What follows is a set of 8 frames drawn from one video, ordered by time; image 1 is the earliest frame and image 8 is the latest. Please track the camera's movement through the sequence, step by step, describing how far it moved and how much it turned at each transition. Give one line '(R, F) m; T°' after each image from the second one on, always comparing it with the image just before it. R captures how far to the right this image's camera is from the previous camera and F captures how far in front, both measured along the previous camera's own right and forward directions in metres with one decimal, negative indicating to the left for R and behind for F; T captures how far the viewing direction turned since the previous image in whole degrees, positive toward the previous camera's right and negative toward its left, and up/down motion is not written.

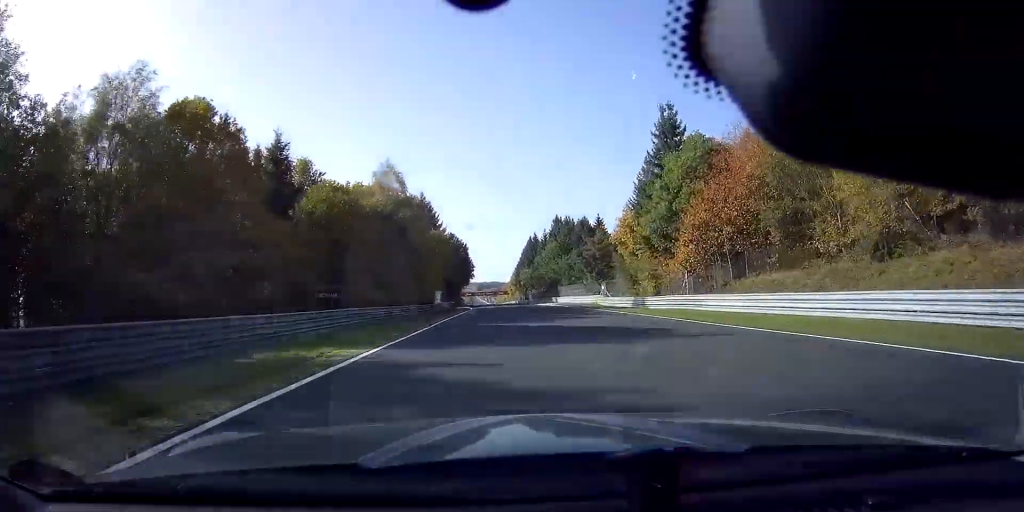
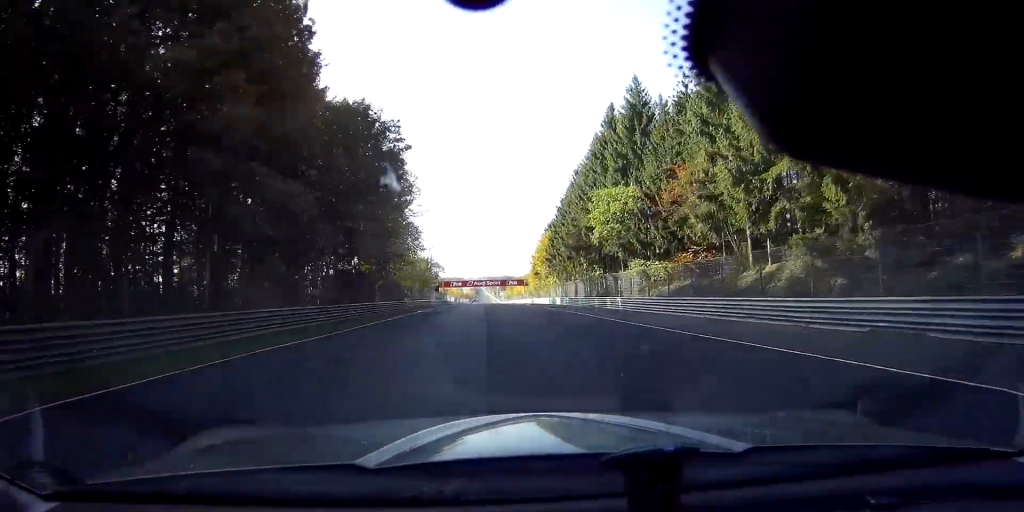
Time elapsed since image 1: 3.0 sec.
(-0.4, +118.0) m; -1°
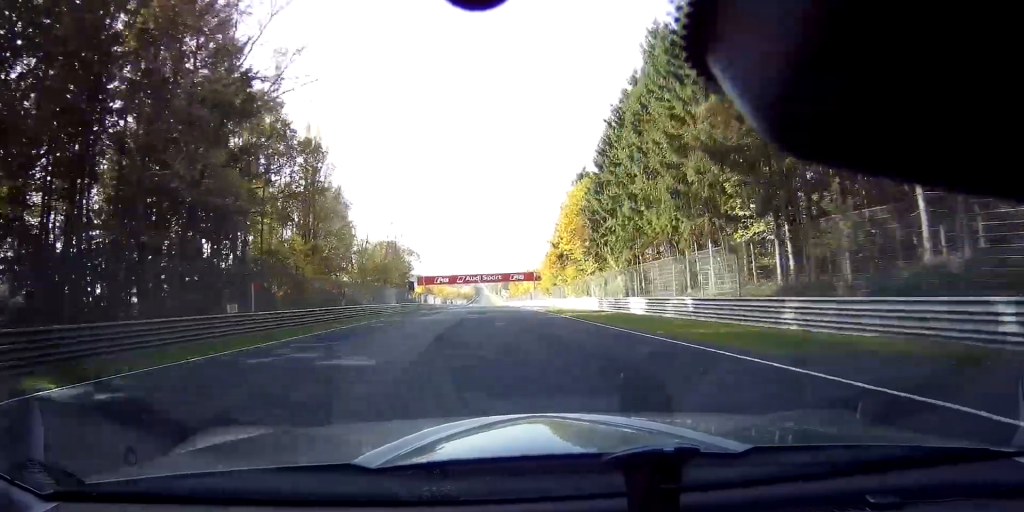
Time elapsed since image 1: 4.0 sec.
(0.0, +42.3) m; 0°
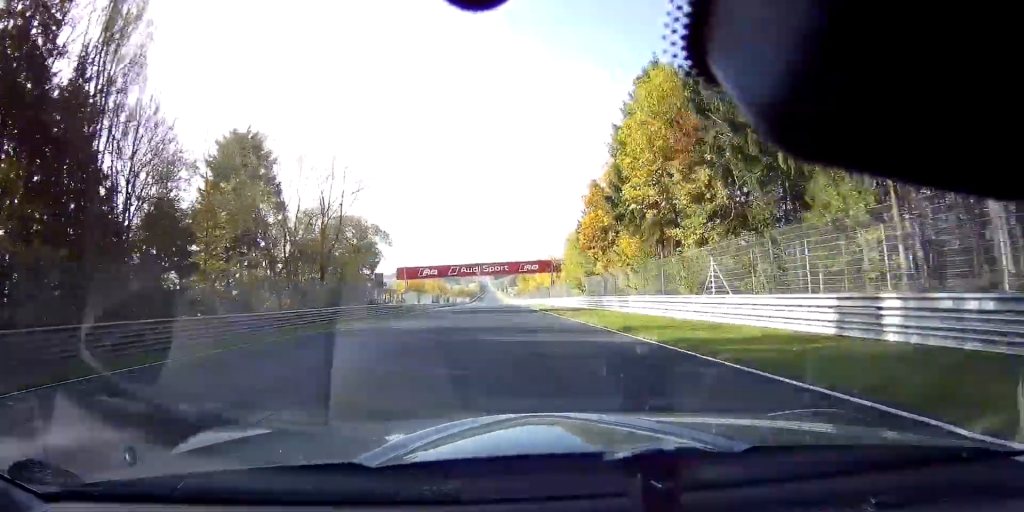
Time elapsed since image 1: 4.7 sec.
(0.0, +30.2) m; 0°
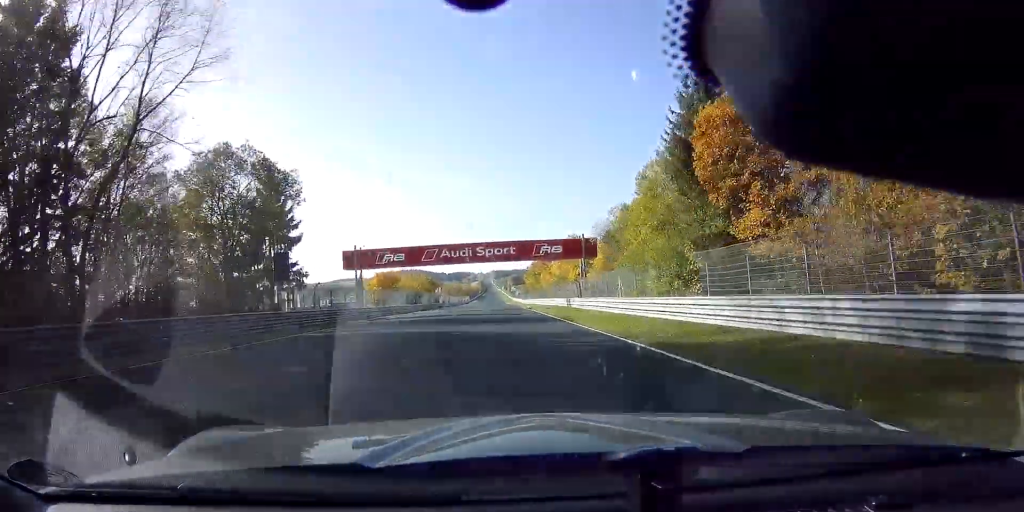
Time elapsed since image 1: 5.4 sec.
(-0.1, +32.2) m; 0°
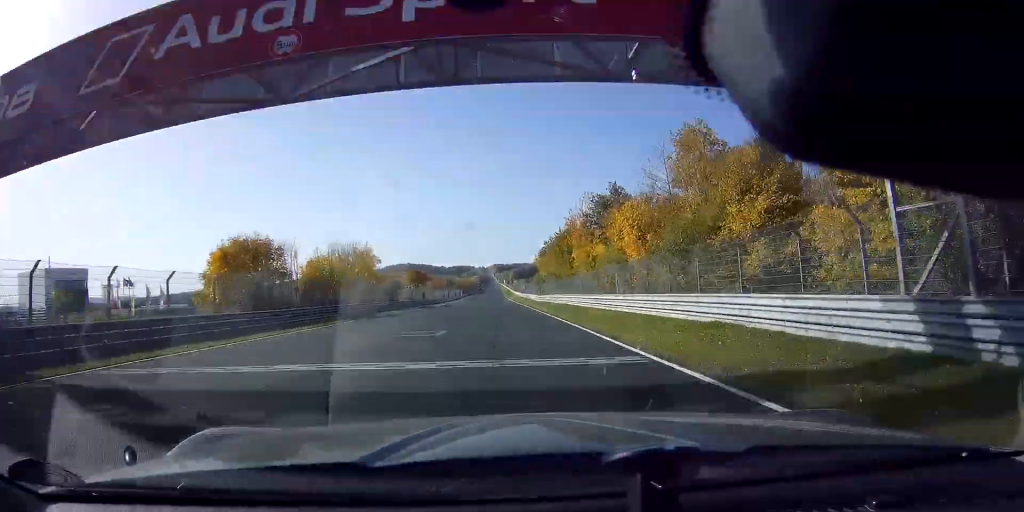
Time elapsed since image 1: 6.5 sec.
(-0.1, +49.2) m; 0°
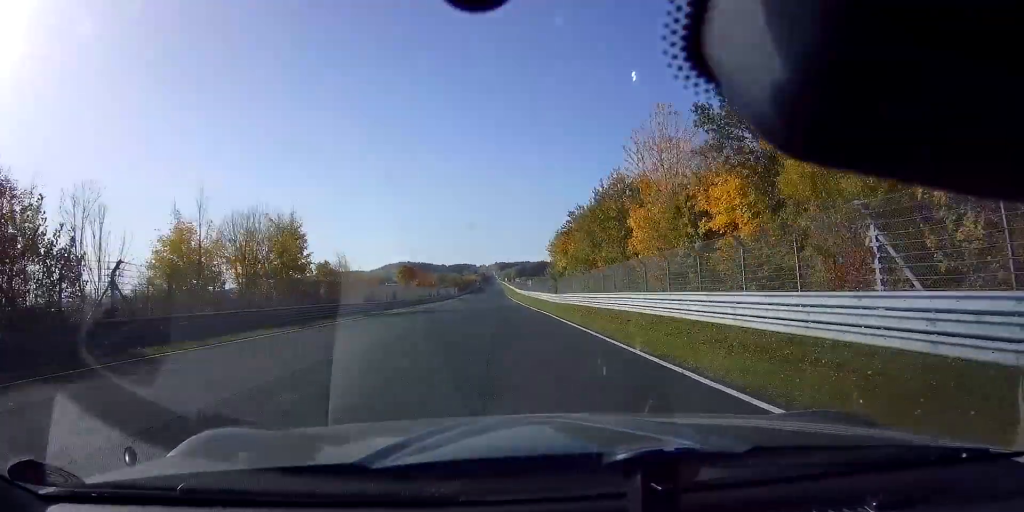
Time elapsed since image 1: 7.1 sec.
(+0.1, +27.1) m; 0°
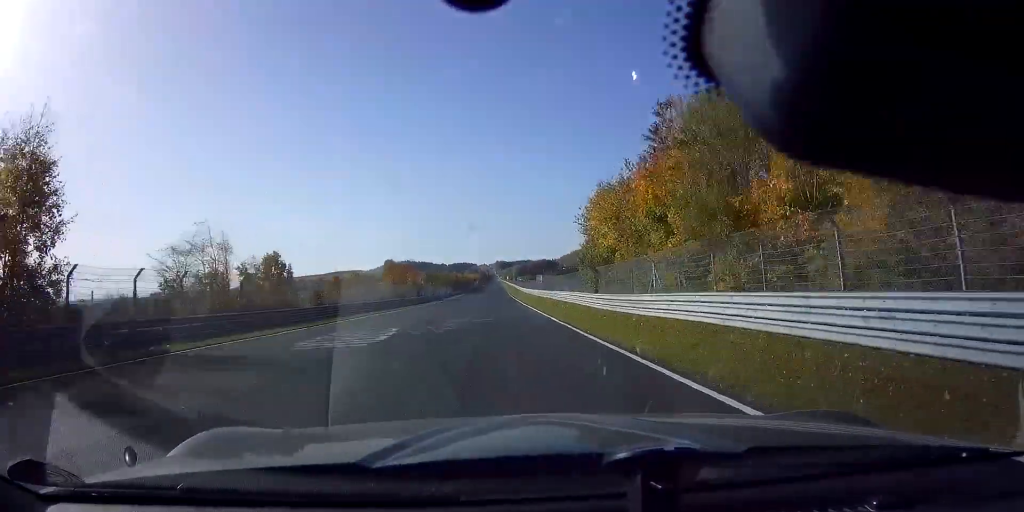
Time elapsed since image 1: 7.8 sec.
(-0.2, +29.9) m; 0°
